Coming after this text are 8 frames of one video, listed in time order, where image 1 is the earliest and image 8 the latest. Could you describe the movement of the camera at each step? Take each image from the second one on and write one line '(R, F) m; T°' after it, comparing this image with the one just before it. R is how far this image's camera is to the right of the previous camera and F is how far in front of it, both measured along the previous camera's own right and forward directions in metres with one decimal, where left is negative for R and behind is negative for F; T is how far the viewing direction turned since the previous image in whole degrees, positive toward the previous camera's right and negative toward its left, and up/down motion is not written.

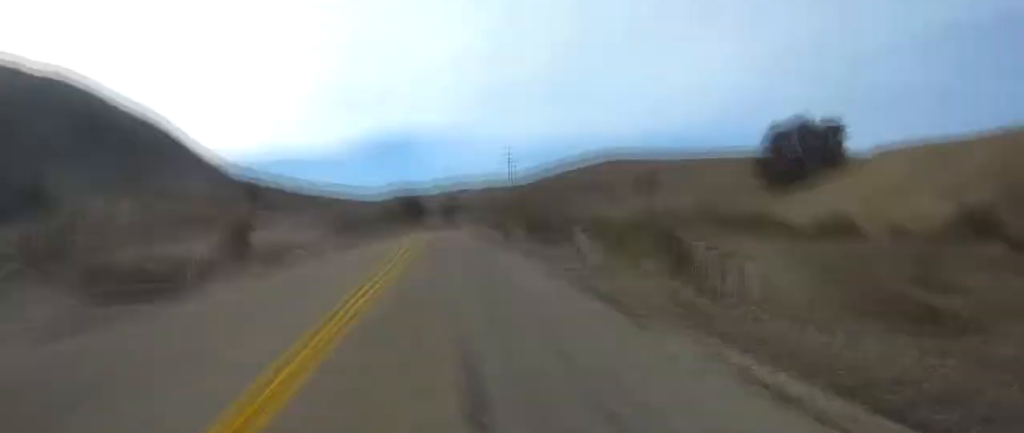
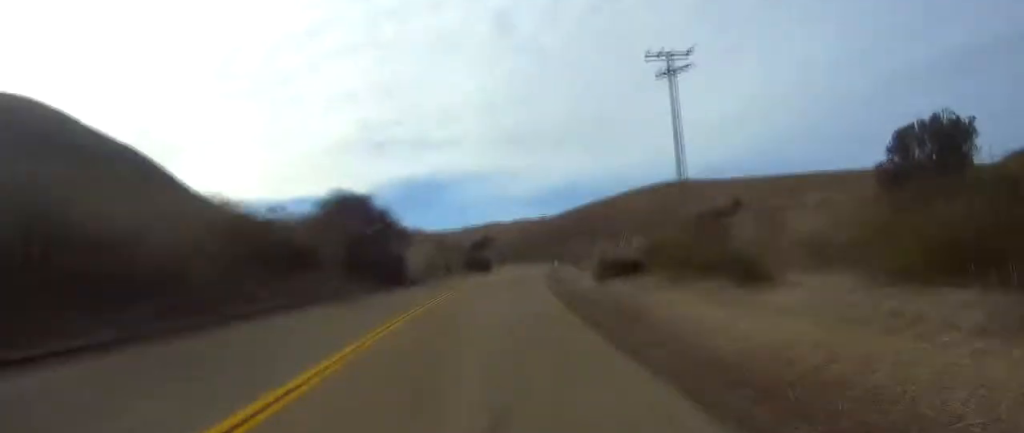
(+0.7, +82.5) m; +2°
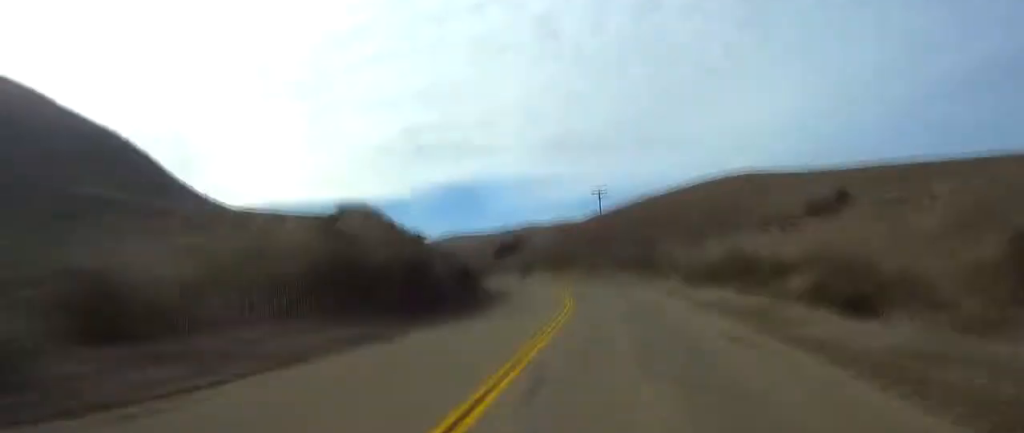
(+1.9, +78.7) m; -2°
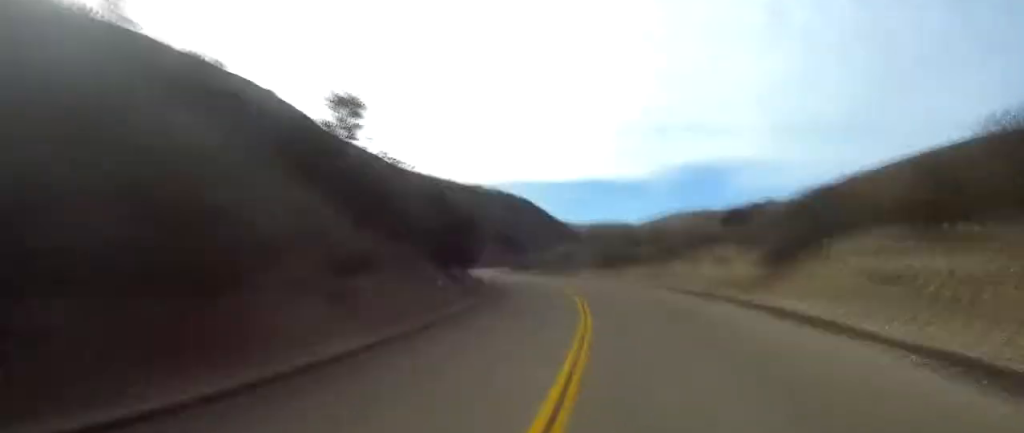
(-7.3, +94.1) m; -15°
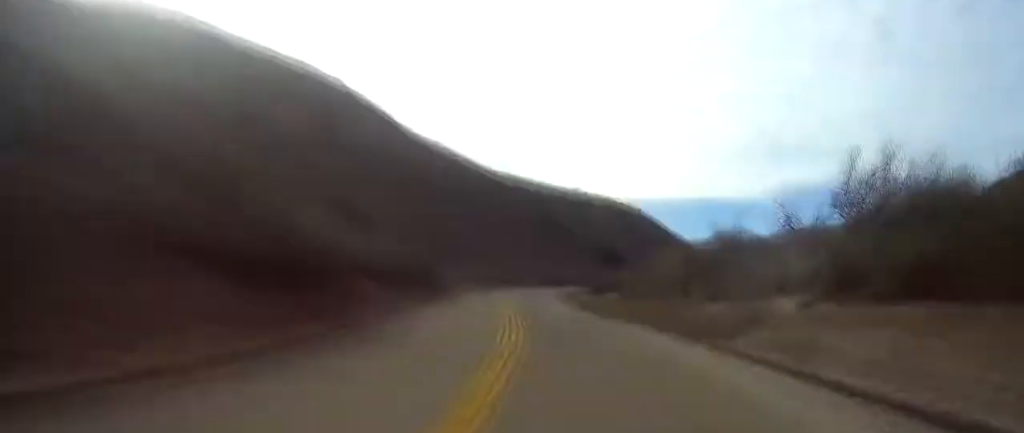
(-7.5, +58.6) m; -6°
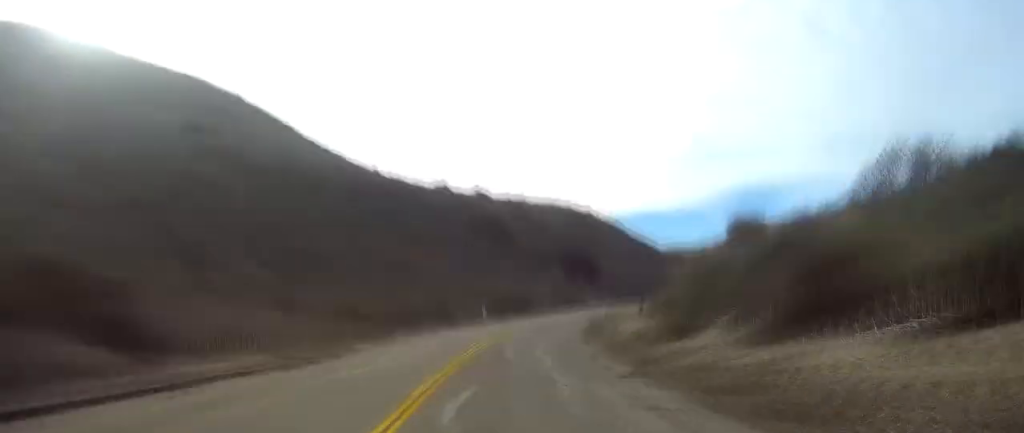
(-1.9, +54.2) m; +2°
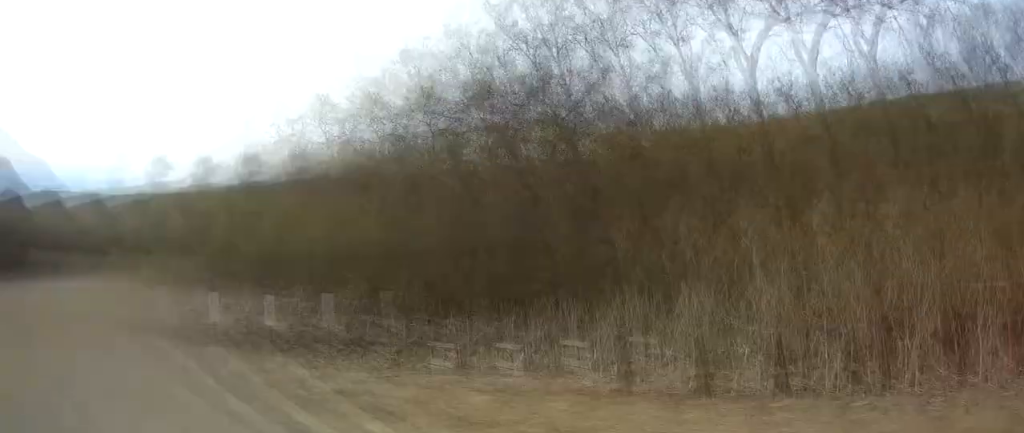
(+17.1, +115.4) m; +17°
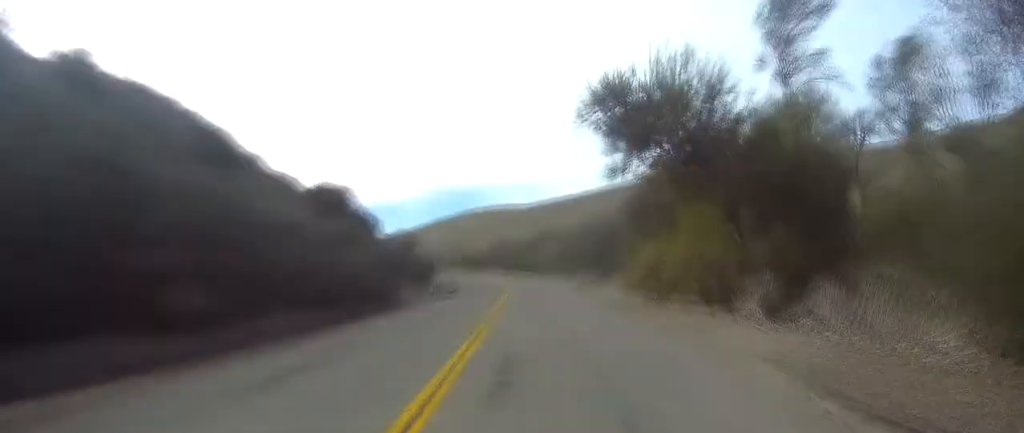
(+1.9, +51.3) m; -1°
